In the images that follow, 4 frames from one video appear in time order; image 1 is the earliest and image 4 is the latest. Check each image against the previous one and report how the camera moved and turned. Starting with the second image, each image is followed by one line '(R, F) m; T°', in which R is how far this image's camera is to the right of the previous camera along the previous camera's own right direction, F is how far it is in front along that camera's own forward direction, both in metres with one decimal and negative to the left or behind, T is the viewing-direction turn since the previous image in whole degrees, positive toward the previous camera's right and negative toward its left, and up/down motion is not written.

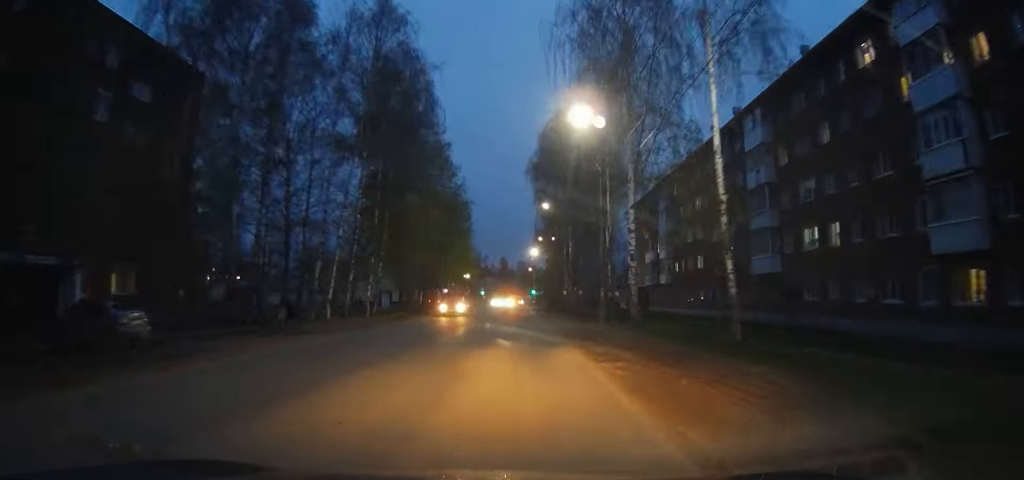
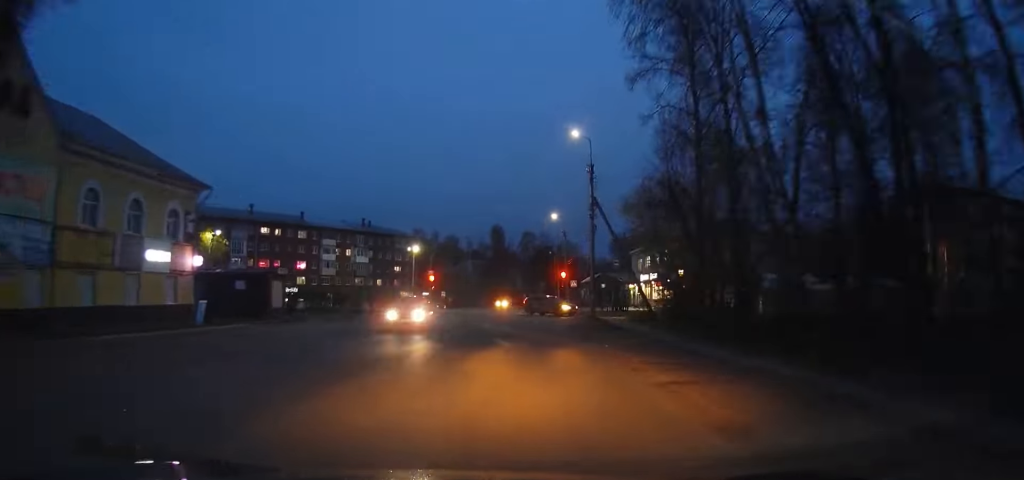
(-0.2, +105.8) m; +1°
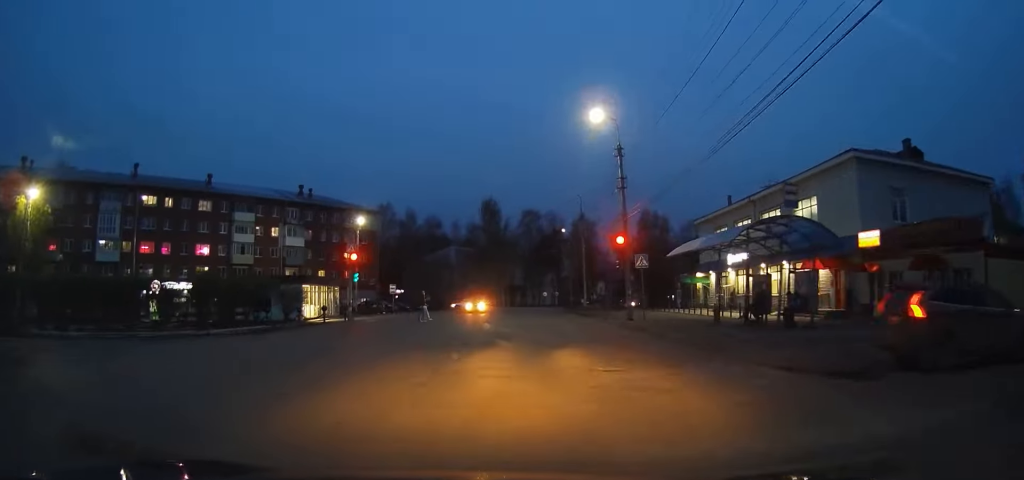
(-0.4, +29.5) m; 0°
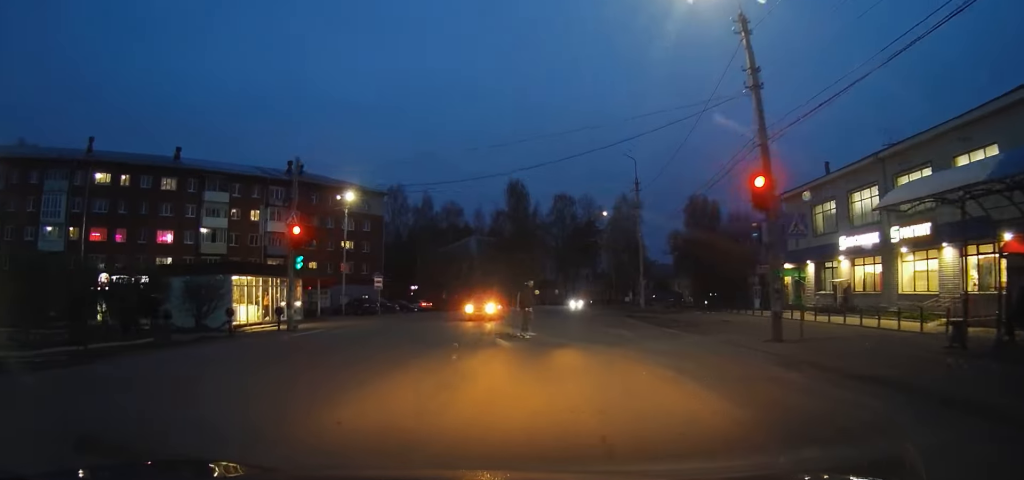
(+0.2, +14.4) m; +2°
